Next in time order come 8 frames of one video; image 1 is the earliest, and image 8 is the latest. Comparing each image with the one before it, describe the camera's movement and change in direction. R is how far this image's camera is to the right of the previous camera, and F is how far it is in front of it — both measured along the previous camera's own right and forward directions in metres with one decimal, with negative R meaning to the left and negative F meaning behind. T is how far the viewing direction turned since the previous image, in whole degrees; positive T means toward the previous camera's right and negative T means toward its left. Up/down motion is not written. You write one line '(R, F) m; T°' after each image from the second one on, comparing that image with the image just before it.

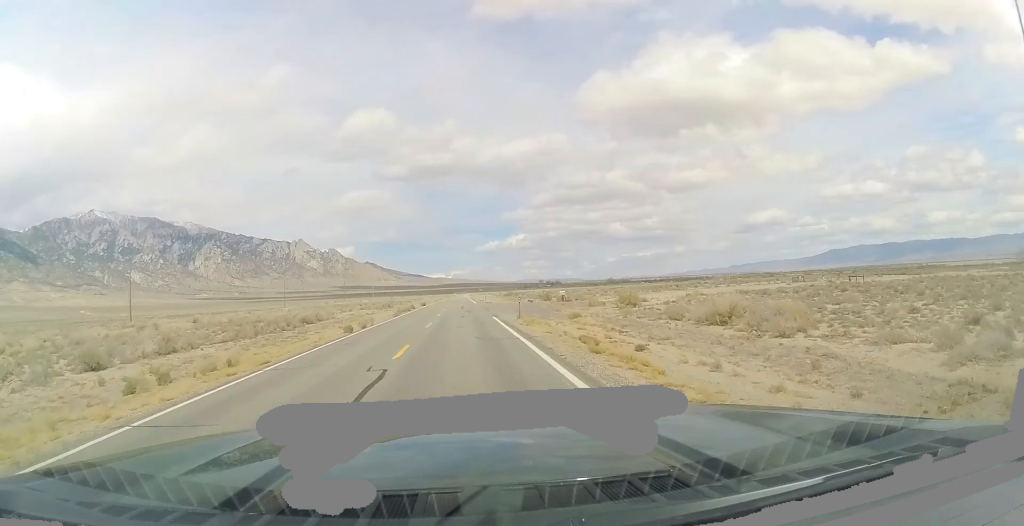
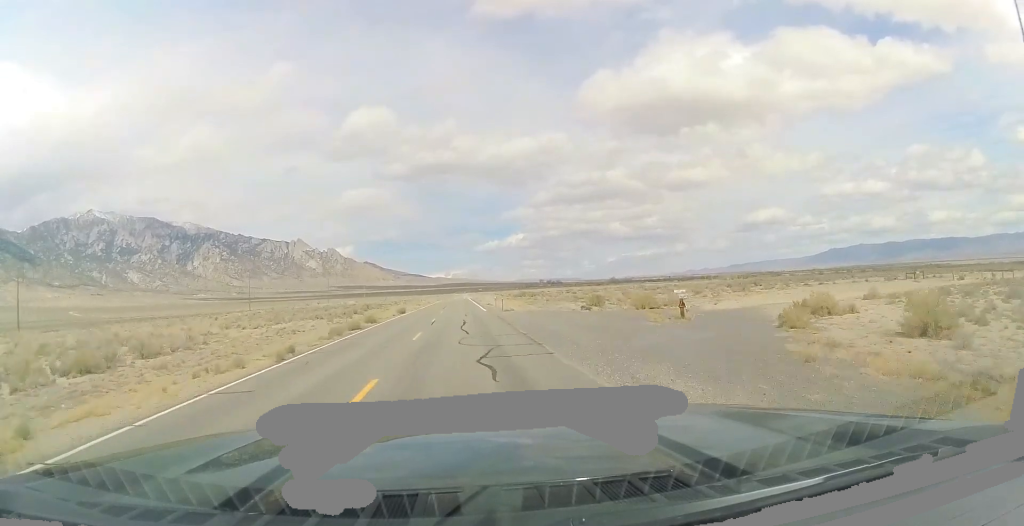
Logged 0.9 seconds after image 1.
(0.0, +31.0) m; 0°
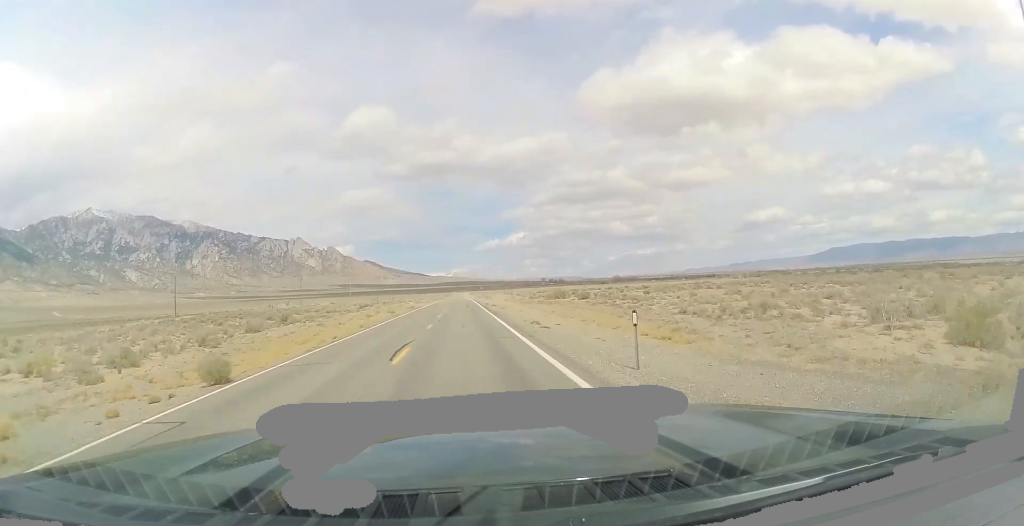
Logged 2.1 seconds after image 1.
(-0.1, +43.0) m; 0°
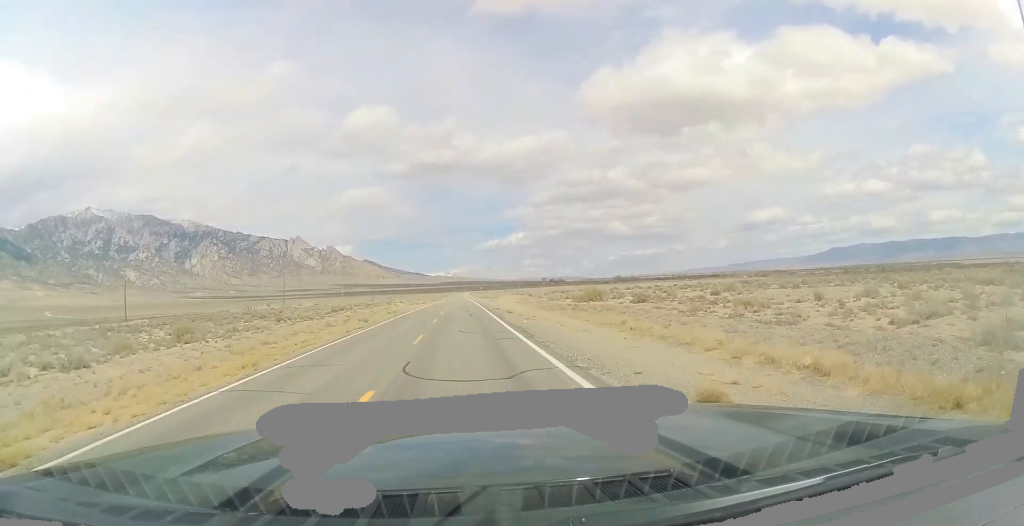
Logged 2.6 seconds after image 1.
(+0.1, +19.1) m; 0°
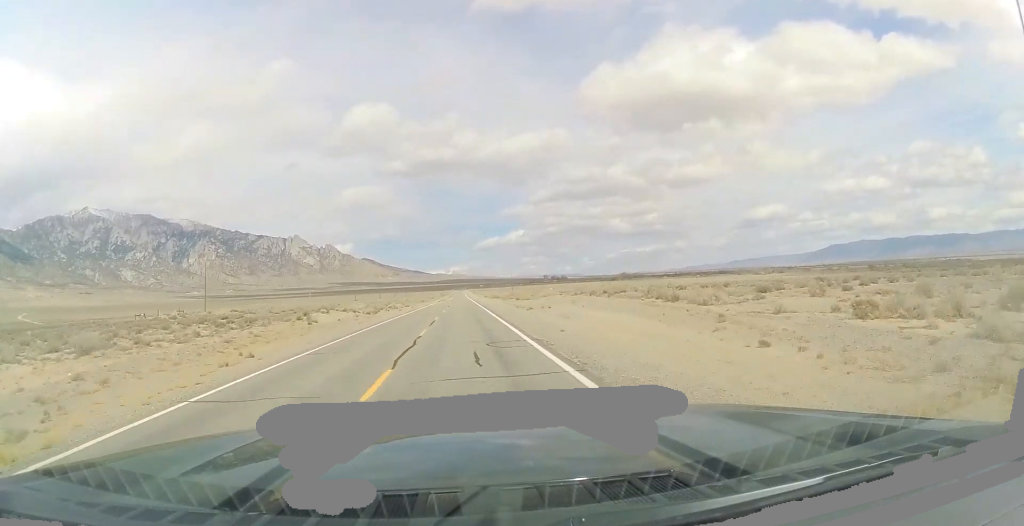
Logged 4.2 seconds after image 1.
(+0.4, +58.7) m; +1°
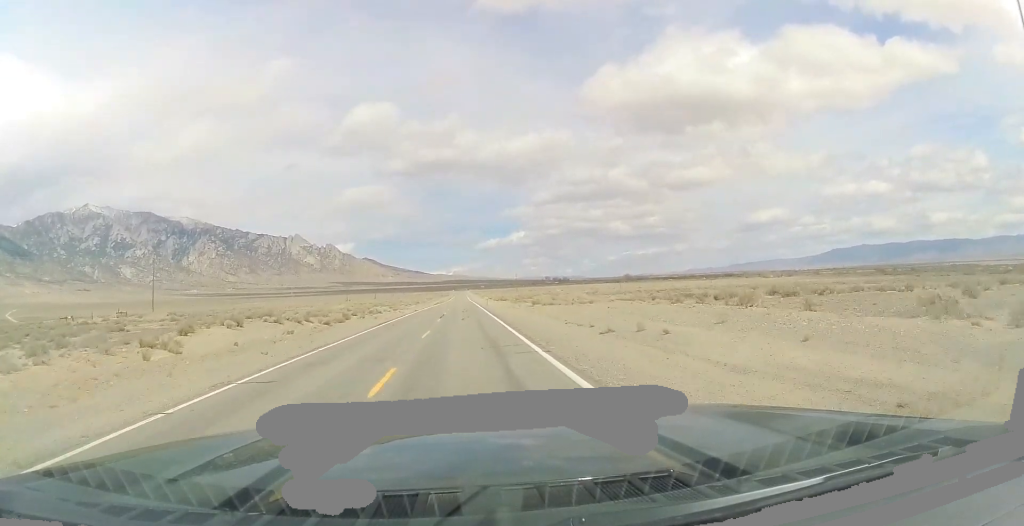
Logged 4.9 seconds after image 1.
(+0.1, +23.9) m; 0°
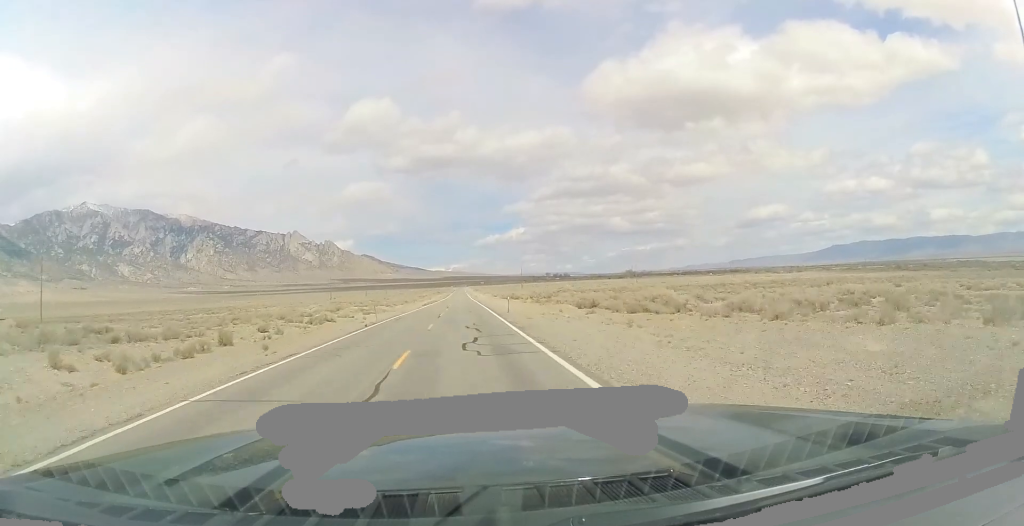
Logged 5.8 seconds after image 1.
(-0.2, +33.6) m; -1°
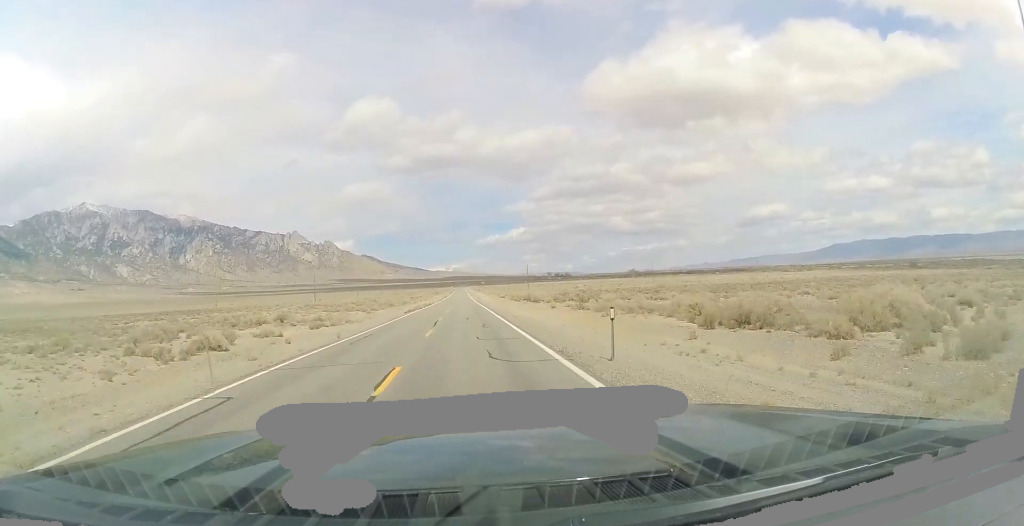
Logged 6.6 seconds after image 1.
(-0.1, +27.5) m; 0°
